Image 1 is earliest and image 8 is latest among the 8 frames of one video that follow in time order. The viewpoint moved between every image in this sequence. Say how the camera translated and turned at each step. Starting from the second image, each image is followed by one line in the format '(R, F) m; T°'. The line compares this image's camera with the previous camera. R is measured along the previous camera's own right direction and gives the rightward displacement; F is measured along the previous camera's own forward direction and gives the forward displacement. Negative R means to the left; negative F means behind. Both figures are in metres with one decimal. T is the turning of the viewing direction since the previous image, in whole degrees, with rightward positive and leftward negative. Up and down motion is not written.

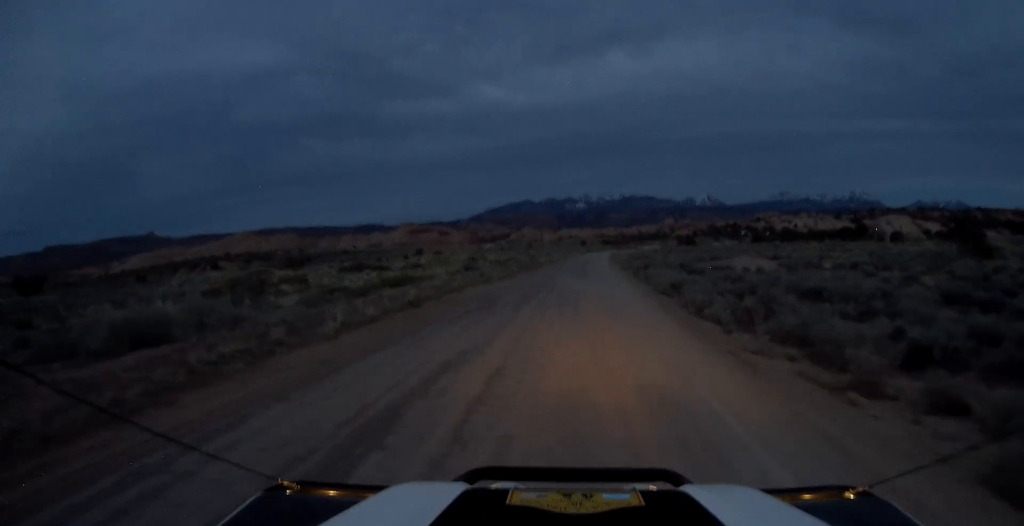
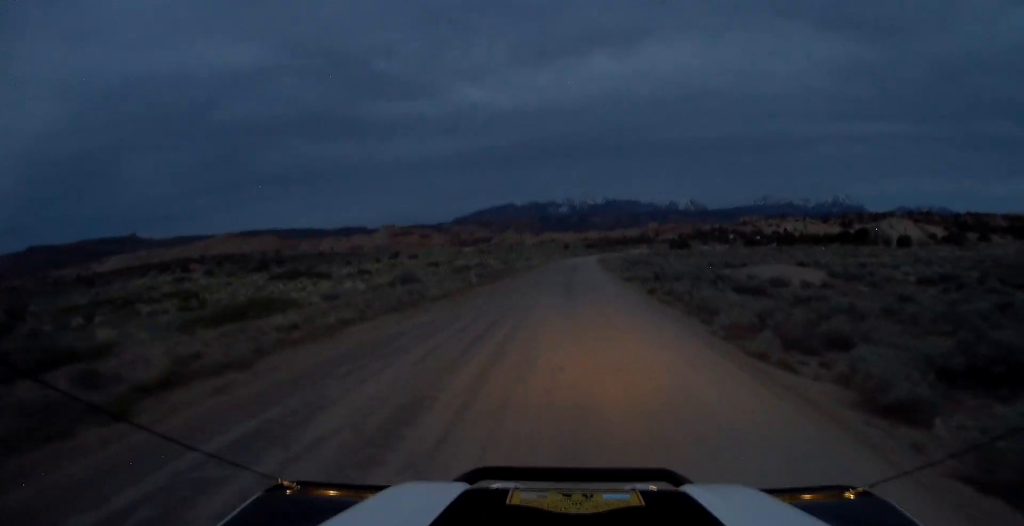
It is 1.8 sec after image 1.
(+0.1, +17.0) m; +1°
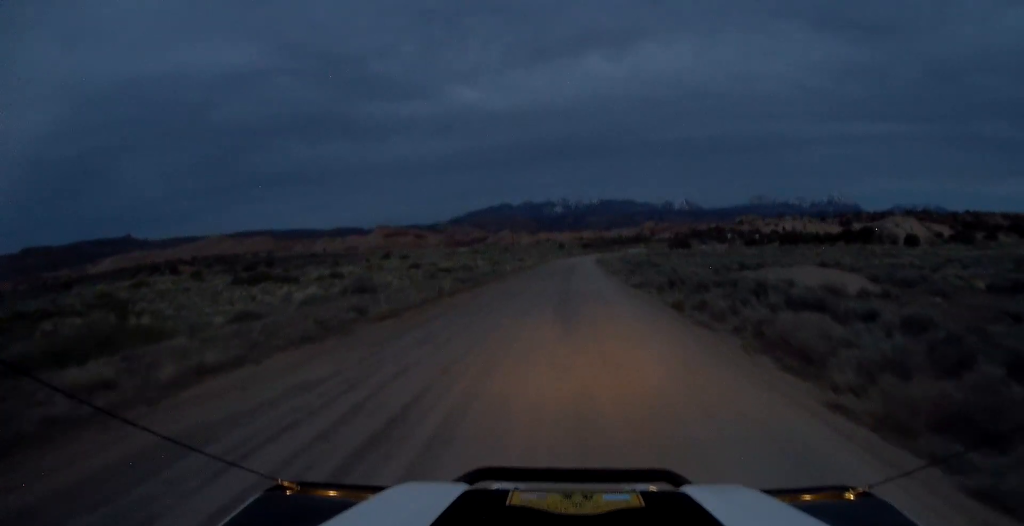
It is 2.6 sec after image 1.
(-0.1, +7.9) m; 0°
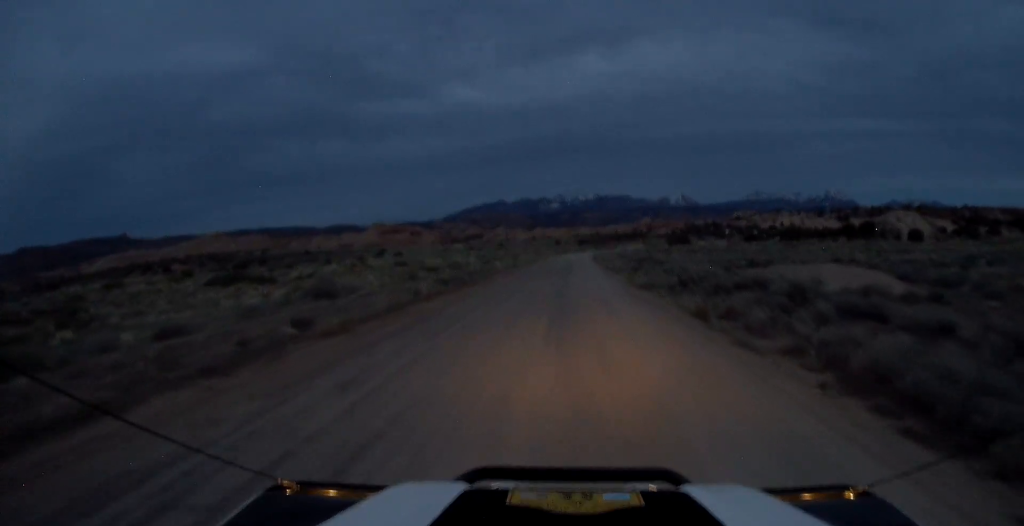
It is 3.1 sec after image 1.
(+0.1, +4.5) m; 0°
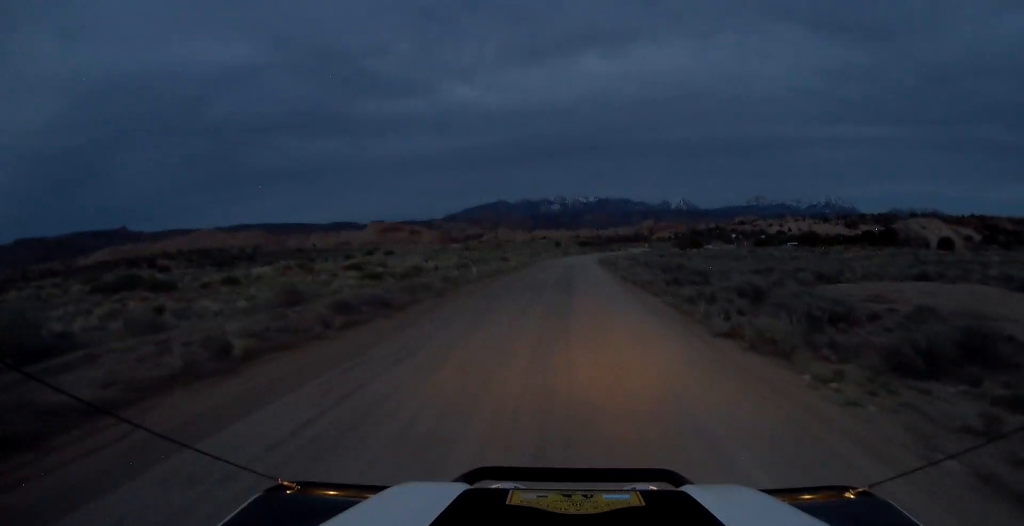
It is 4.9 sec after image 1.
(0.0, +16.6) m; +1°
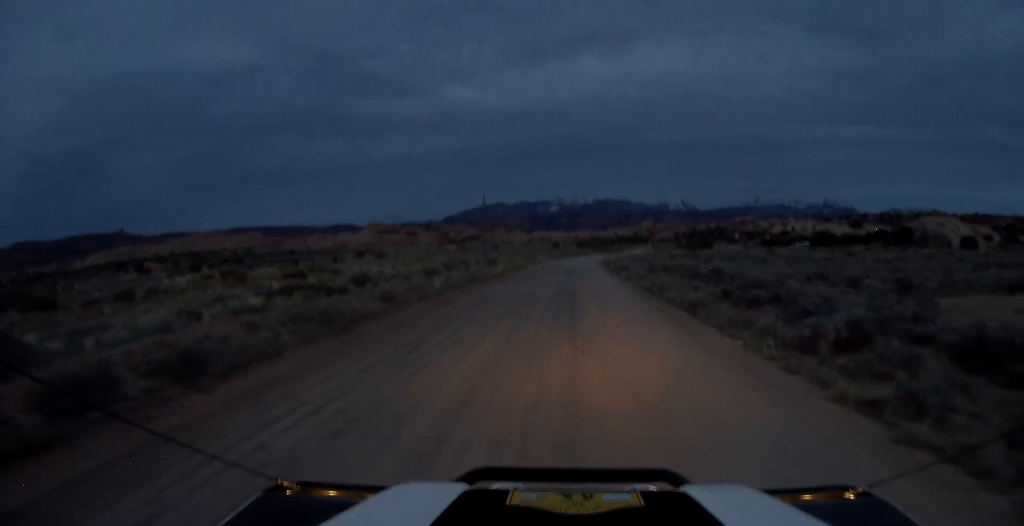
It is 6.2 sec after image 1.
(+0.3, +12.3) m; +1°
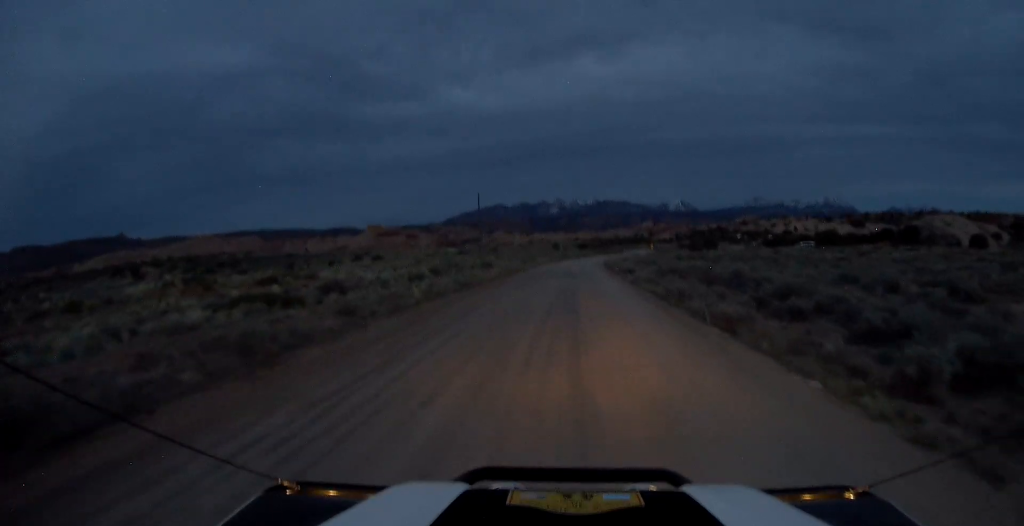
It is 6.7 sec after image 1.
(0.0, +4.5) m; 0°
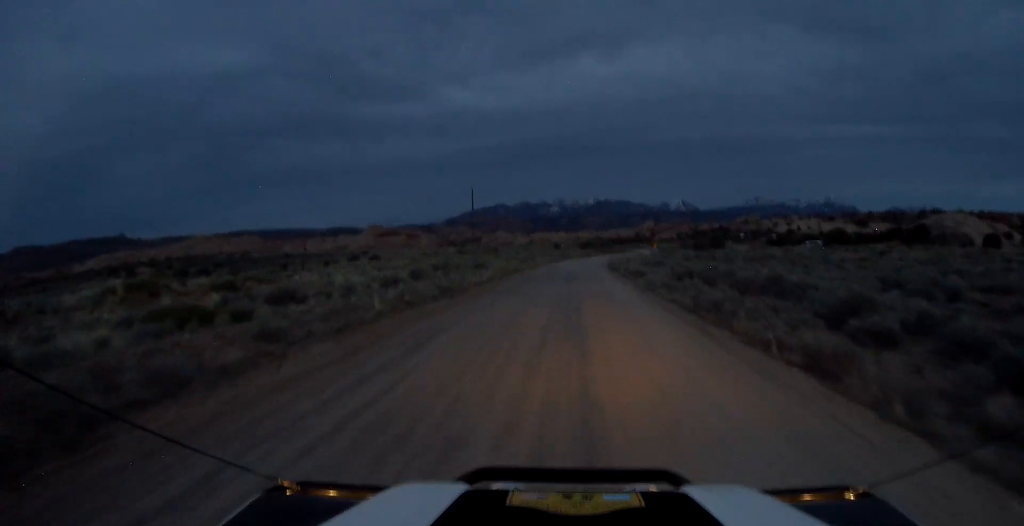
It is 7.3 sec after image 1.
(-0.1, +5.6) m; -1°
